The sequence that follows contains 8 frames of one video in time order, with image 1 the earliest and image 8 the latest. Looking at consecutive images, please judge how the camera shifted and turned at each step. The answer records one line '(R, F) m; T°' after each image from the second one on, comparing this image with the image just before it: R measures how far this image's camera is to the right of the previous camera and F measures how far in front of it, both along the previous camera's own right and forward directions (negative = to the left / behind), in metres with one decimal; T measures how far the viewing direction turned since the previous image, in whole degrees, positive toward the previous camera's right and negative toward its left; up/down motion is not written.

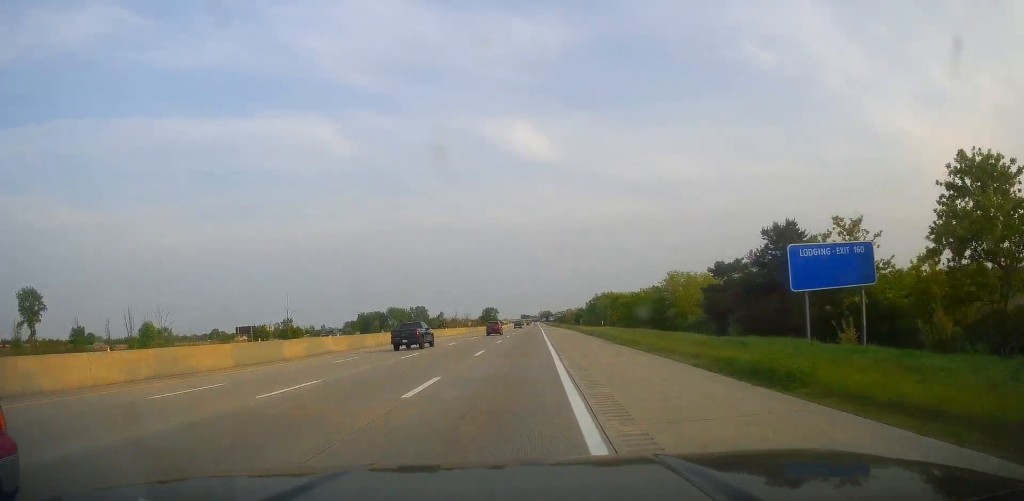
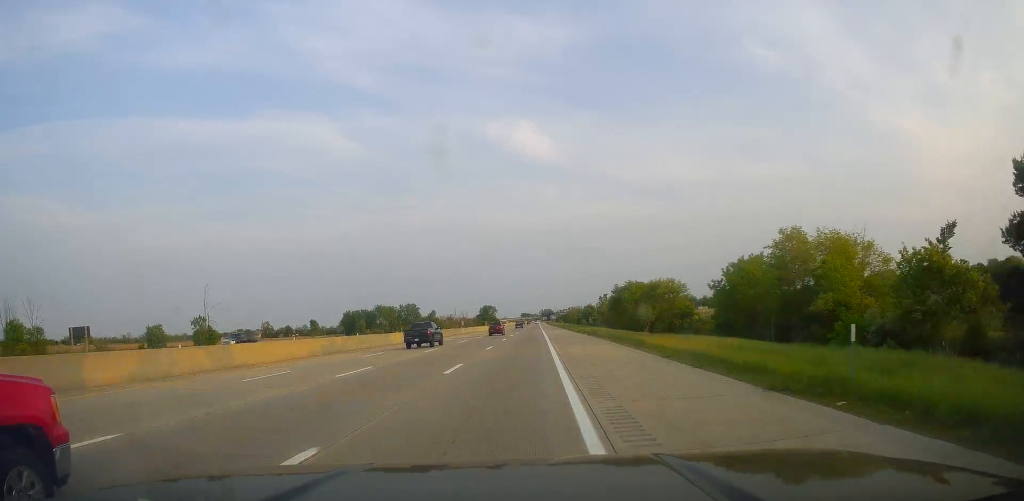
(-0.7, +40.4) m; -1°
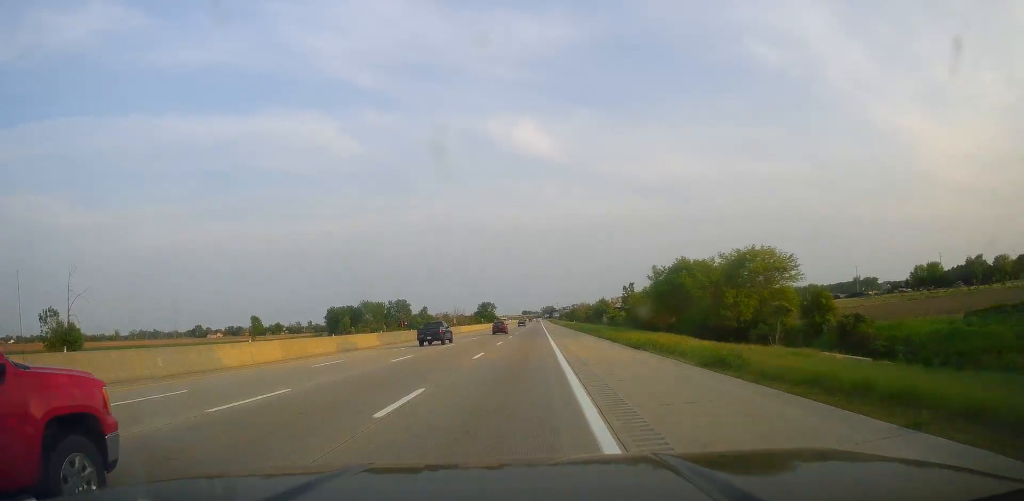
(+0.3, +39.1) m; 0°
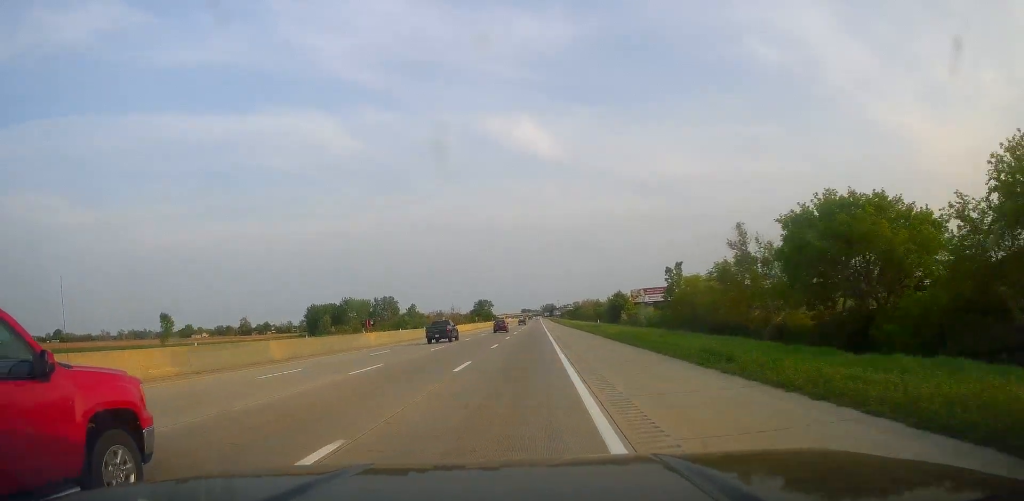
(+0.1, +37.0) m; +1°
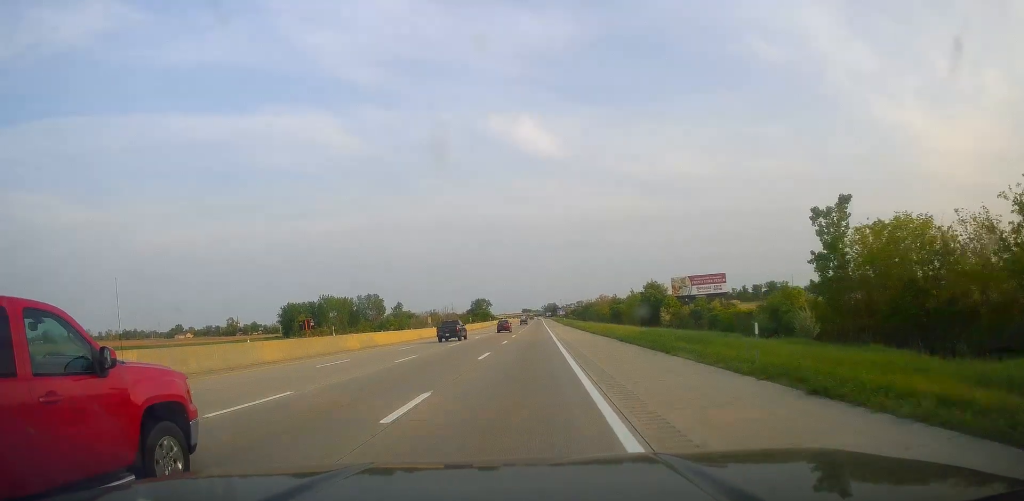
(+0.6, +40.4) m; 0°
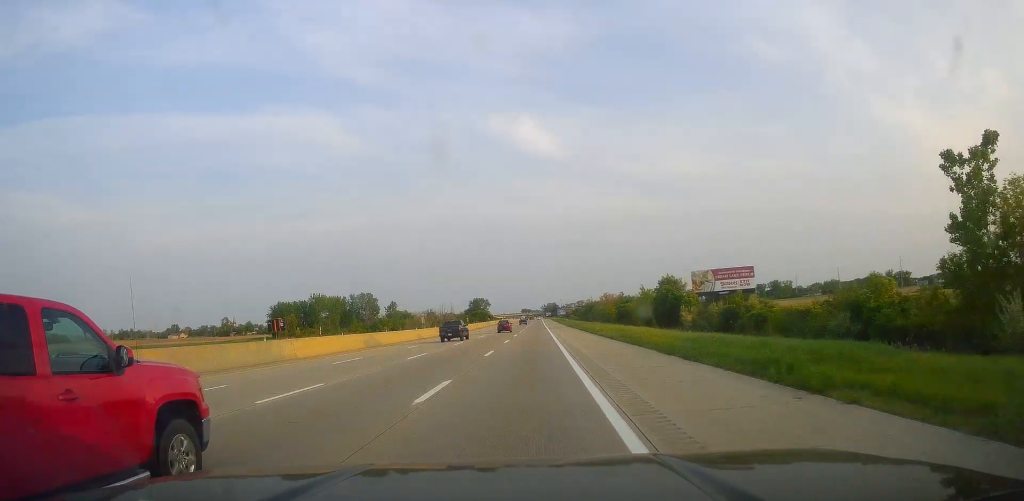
(+0.2, +13.1) m; -1°
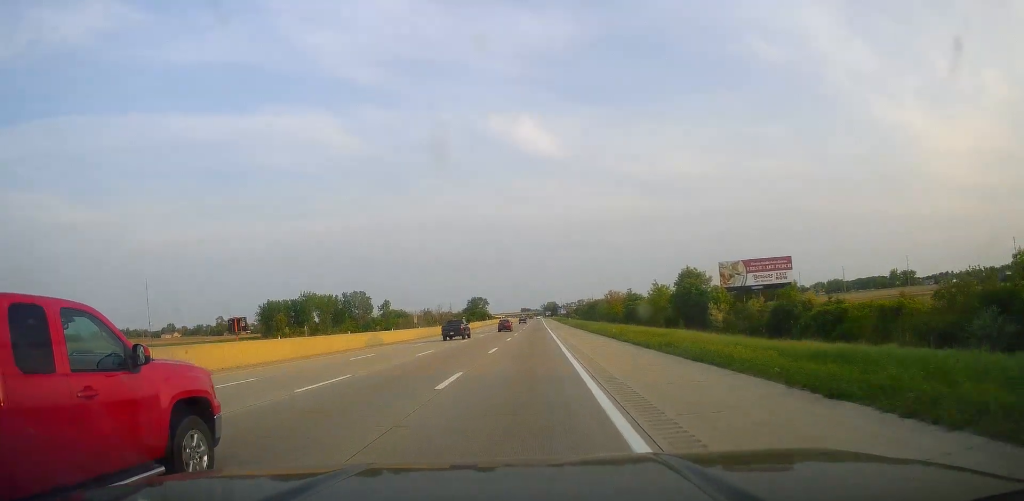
(-0.3, +13.2) m; 0°
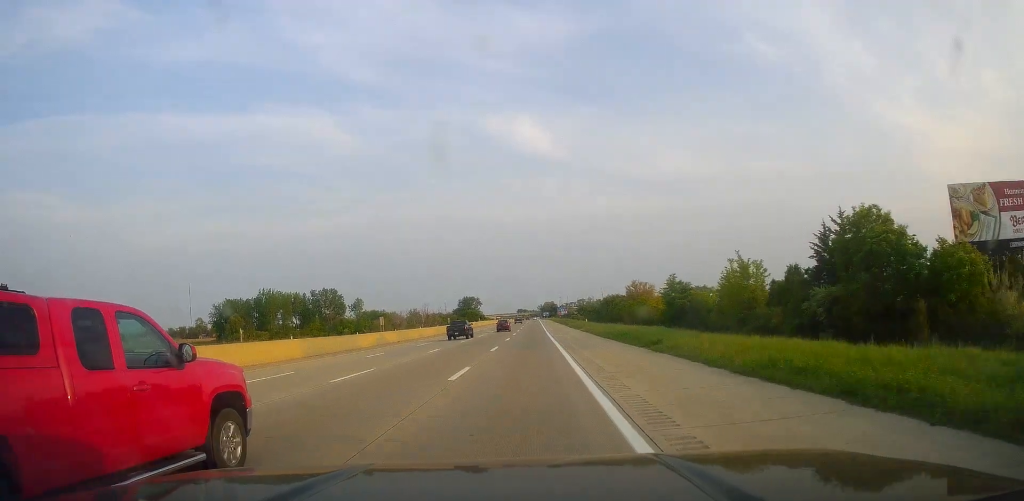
(-0.2, +44.0) m; 0°
